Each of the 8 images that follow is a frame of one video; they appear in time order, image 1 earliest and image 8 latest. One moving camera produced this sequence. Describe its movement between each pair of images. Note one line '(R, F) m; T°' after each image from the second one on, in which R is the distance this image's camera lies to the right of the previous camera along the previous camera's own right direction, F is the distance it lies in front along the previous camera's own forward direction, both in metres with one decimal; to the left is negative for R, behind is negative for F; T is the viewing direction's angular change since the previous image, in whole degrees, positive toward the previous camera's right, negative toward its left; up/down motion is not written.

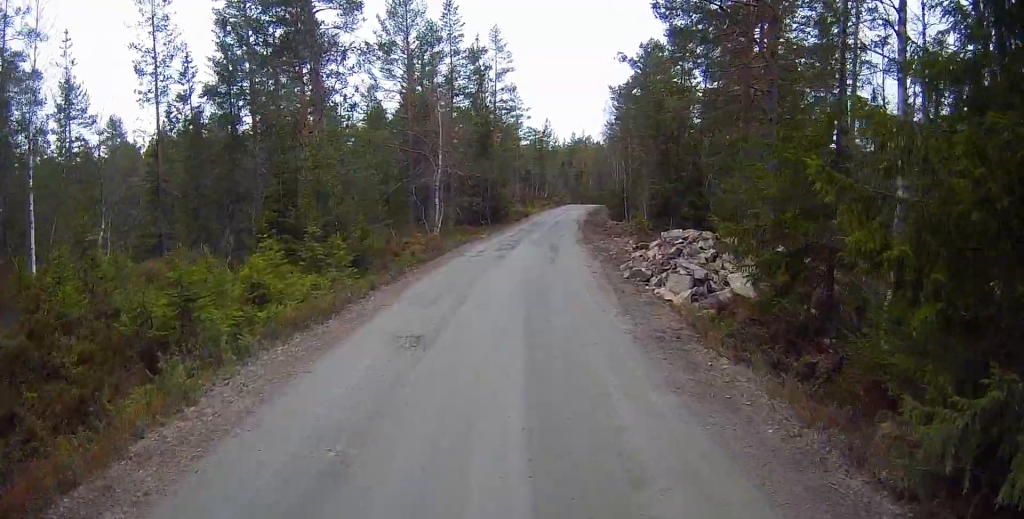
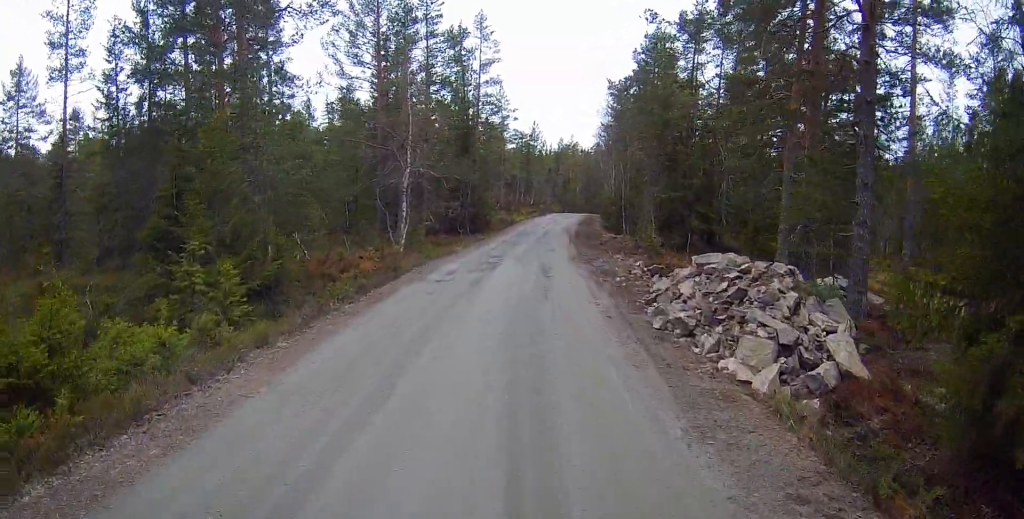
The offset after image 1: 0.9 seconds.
(+0.1, +5.4) m; 0°
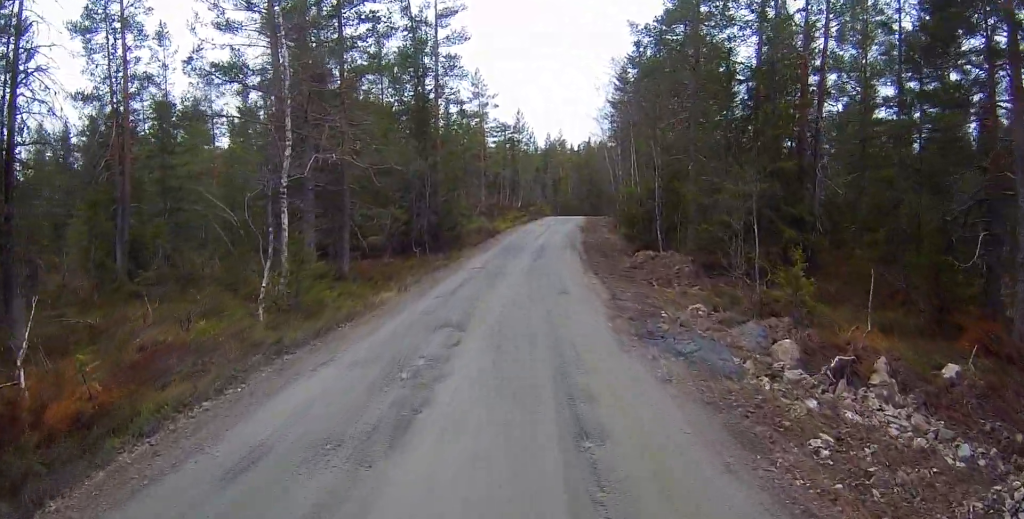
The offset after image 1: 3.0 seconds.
(+0.2, +12.9) m; +3°
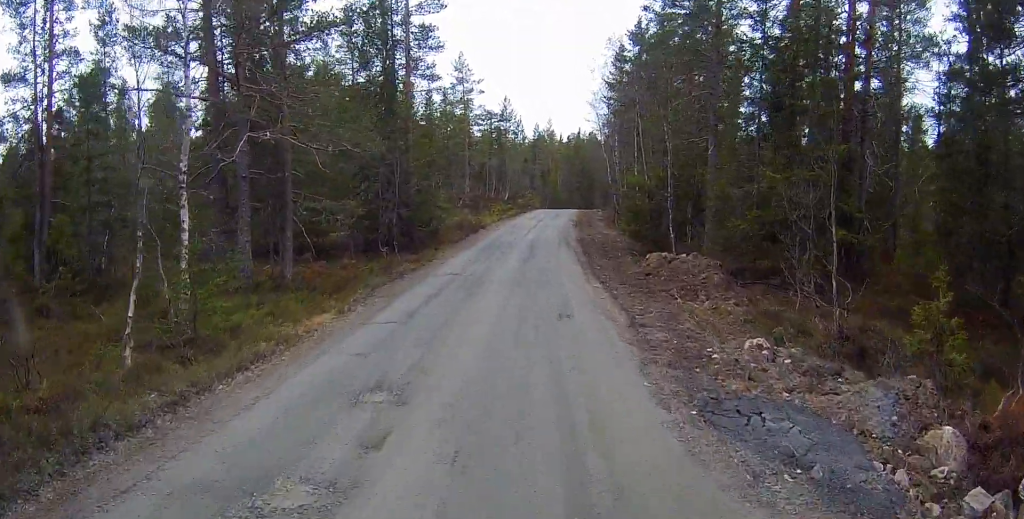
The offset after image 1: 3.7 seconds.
(0.0, +4.1) m; +3°
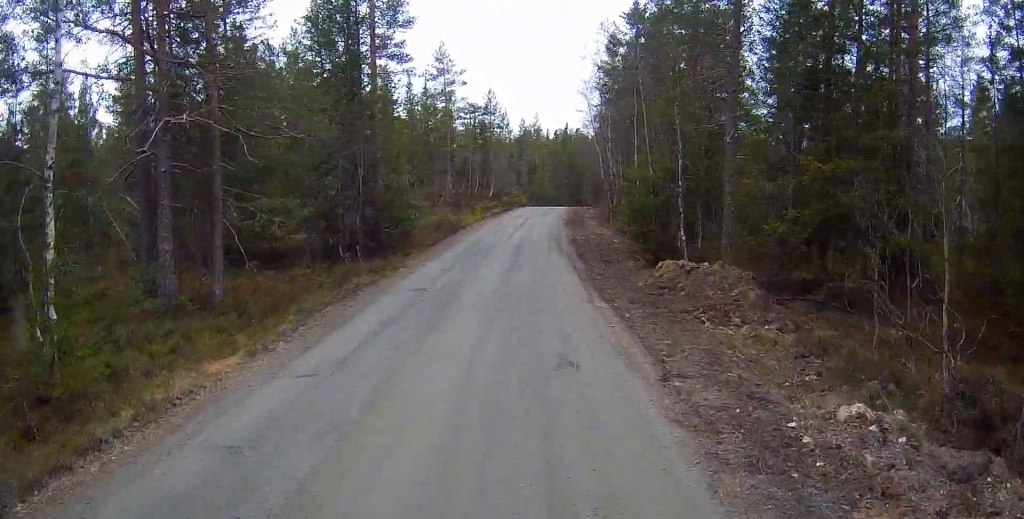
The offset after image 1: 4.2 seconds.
(0.0, +3.1) m; +1°
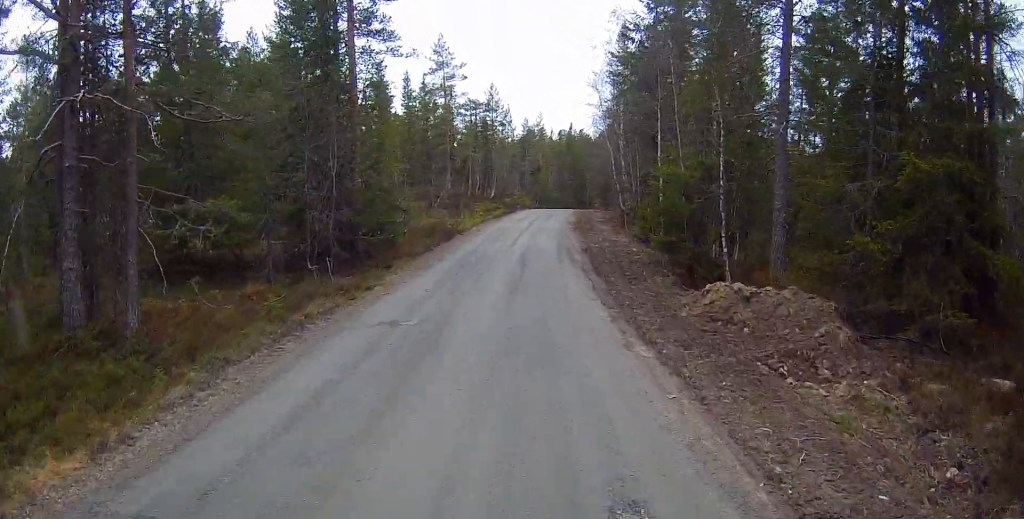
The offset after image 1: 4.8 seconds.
(+0.3, +3.3) m; 0°
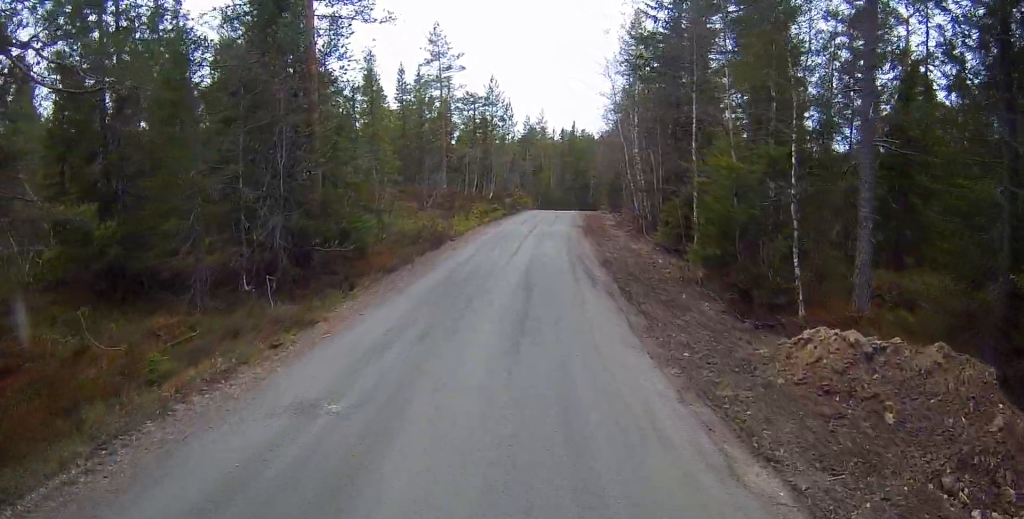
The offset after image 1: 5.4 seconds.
(-0.1, +4.0) m; -2°
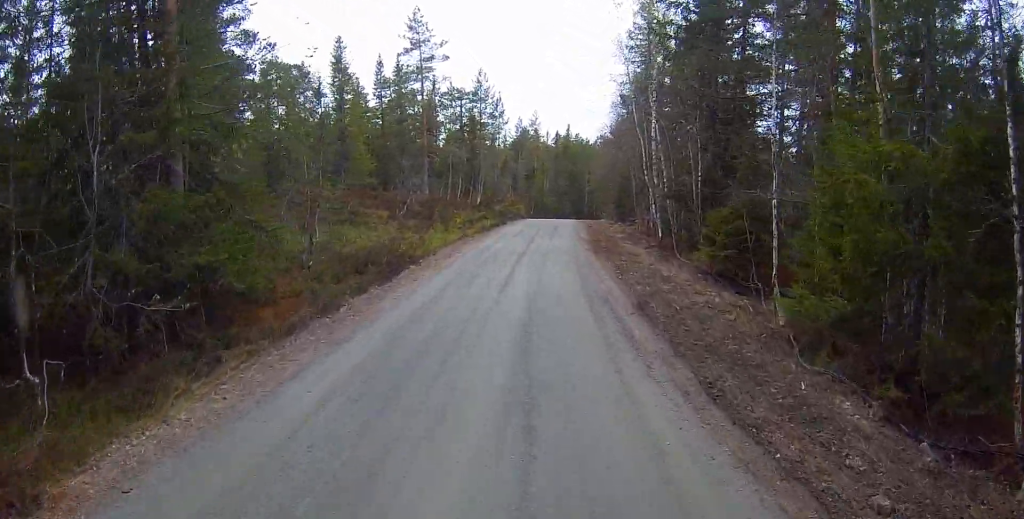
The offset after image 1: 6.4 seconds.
(-0.3, +6.3) m; -3°
